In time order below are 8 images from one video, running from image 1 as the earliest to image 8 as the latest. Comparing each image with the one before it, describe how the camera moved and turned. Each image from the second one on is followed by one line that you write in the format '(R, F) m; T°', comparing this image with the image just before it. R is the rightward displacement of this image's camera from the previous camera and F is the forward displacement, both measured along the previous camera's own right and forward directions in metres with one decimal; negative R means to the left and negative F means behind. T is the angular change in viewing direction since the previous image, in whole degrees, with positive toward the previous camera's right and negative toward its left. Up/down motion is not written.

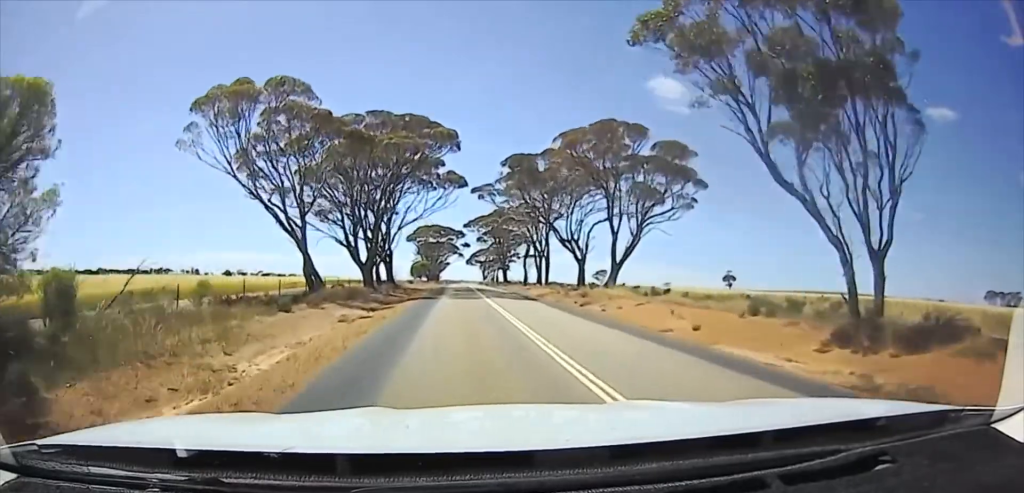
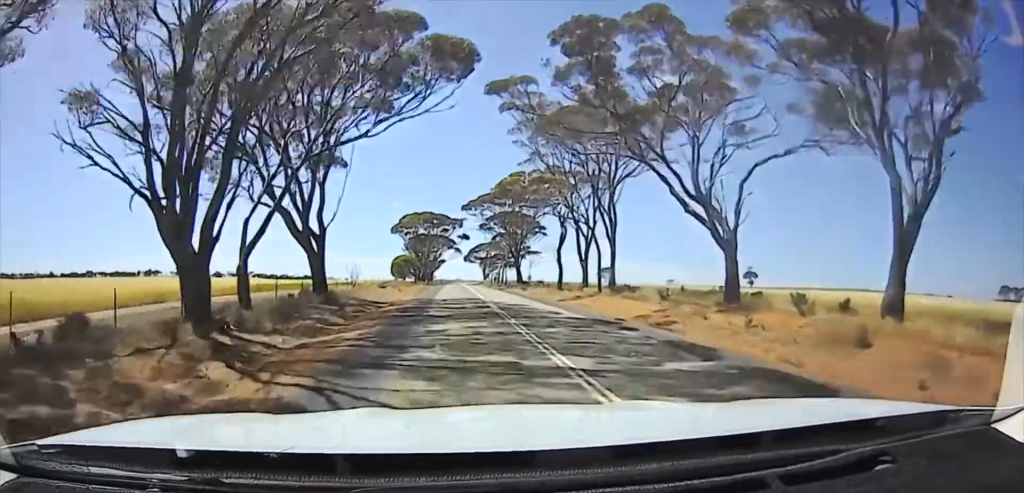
(0.0, +27.3) m; 0°
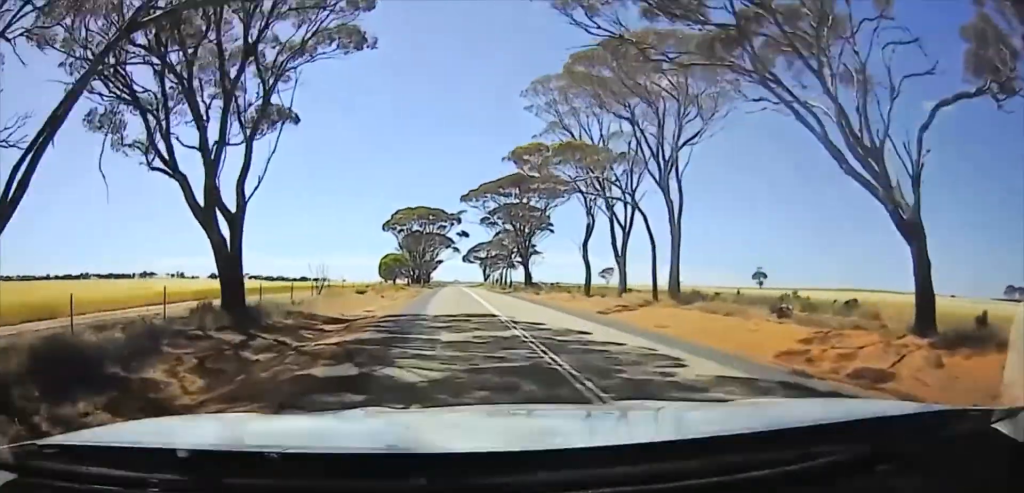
(0.0, +11.1) m; 0°
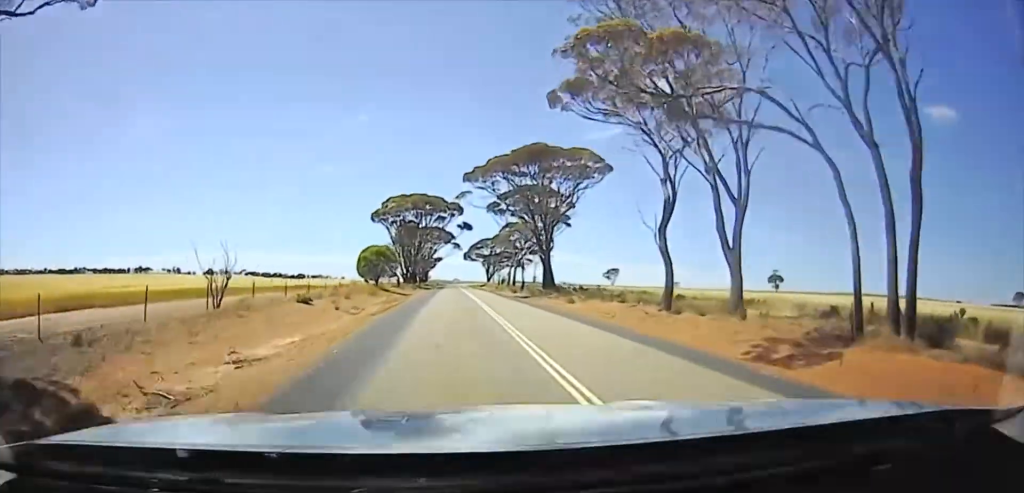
(+0.1, +13.0) m; -1°
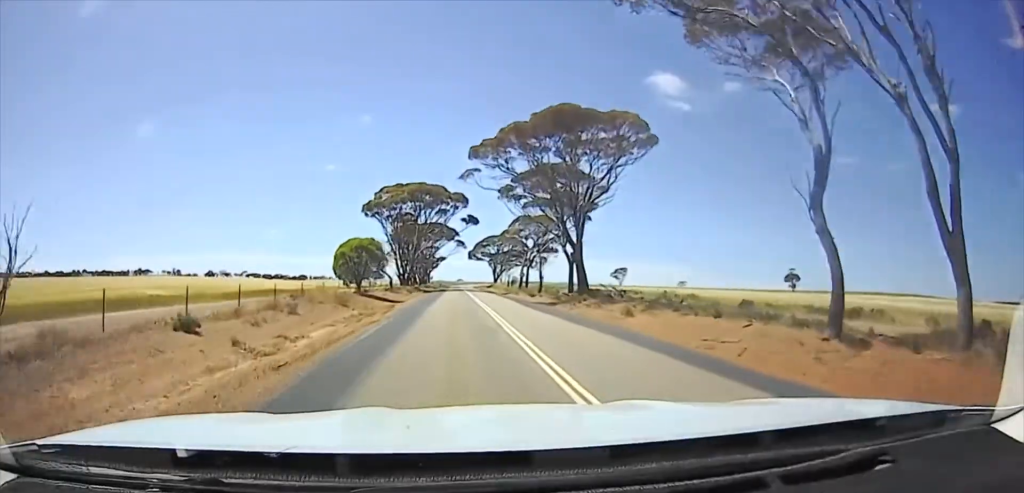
(-0.1, +9.6) m; -1°
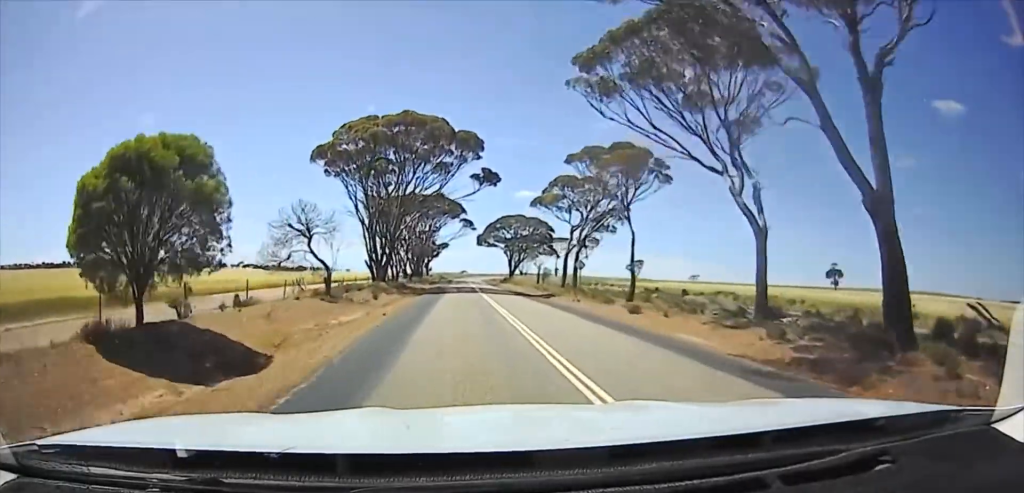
(-0.8, +23.5) m; -1°
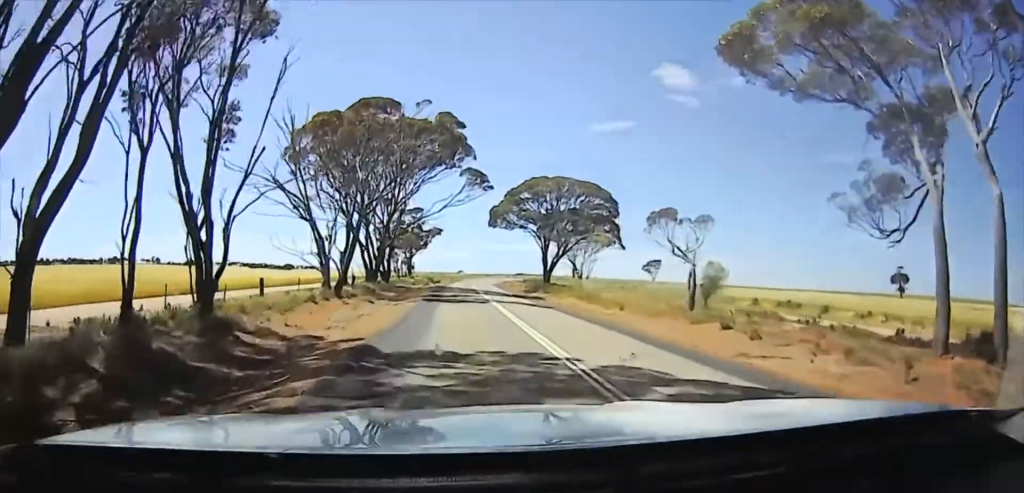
(+1.6, +41.1) m; +3°
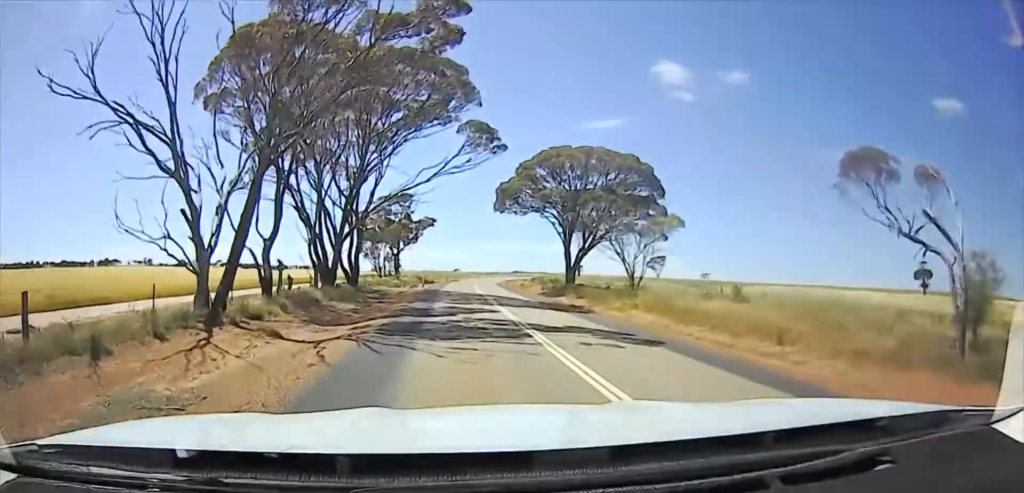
(0.0, +16.7) m; 0°
